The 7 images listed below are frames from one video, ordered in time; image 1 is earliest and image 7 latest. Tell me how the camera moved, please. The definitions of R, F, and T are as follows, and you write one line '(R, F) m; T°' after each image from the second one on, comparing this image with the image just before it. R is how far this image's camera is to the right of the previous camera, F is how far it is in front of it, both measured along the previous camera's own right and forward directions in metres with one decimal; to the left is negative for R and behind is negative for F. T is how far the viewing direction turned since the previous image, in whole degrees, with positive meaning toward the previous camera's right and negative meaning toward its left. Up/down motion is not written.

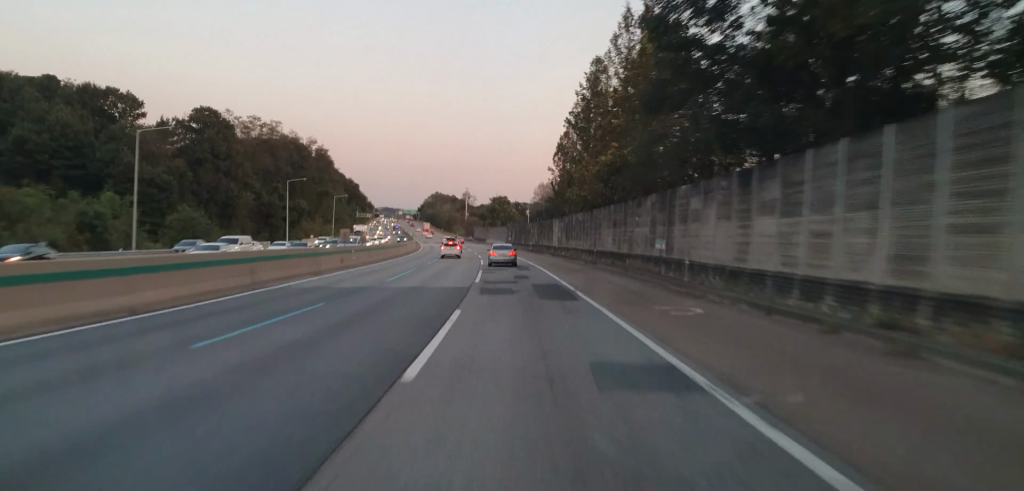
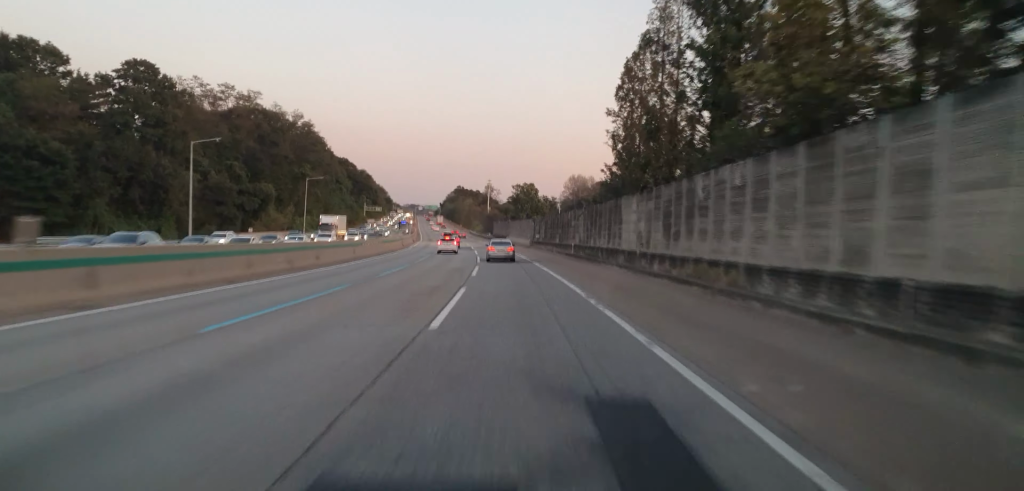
(-0.8, +41.6) m; -1°
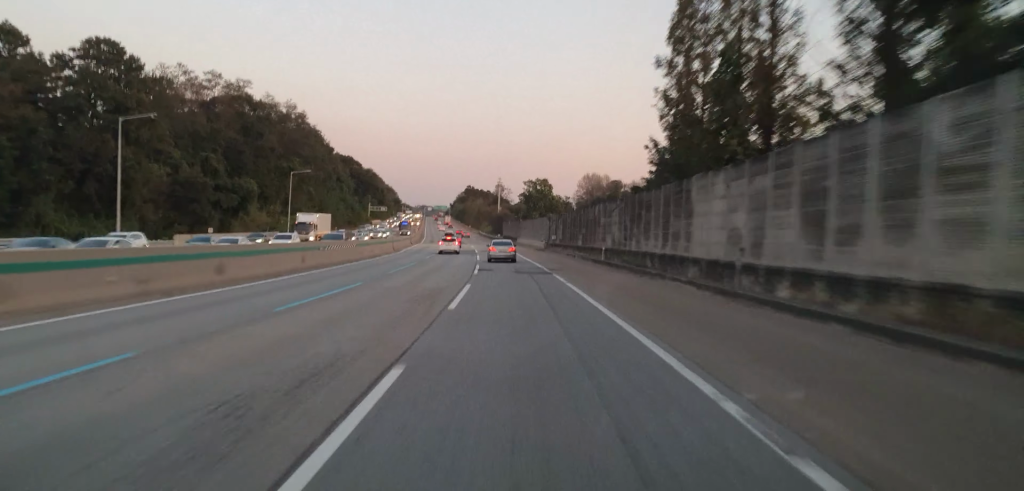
(0.0, +15.5) m; 0°
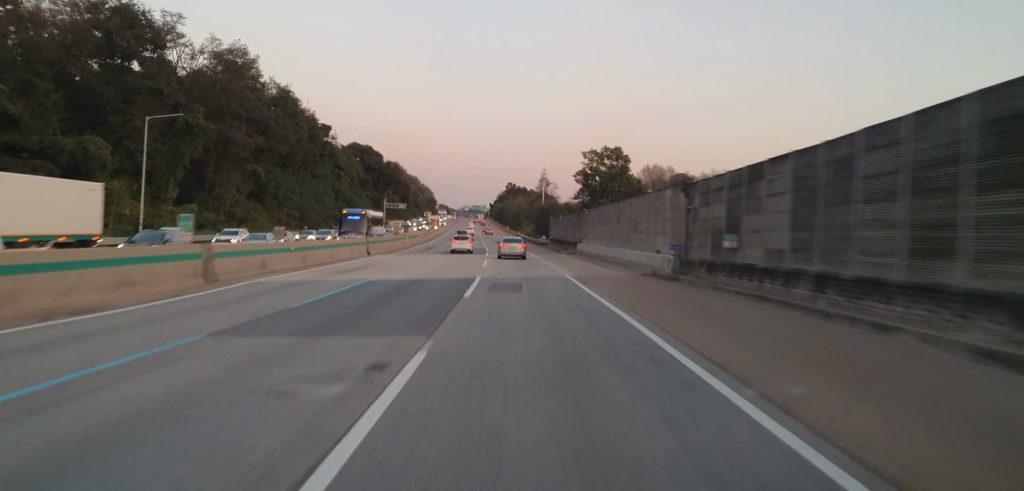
(-2.1, +55.7) m; -4°
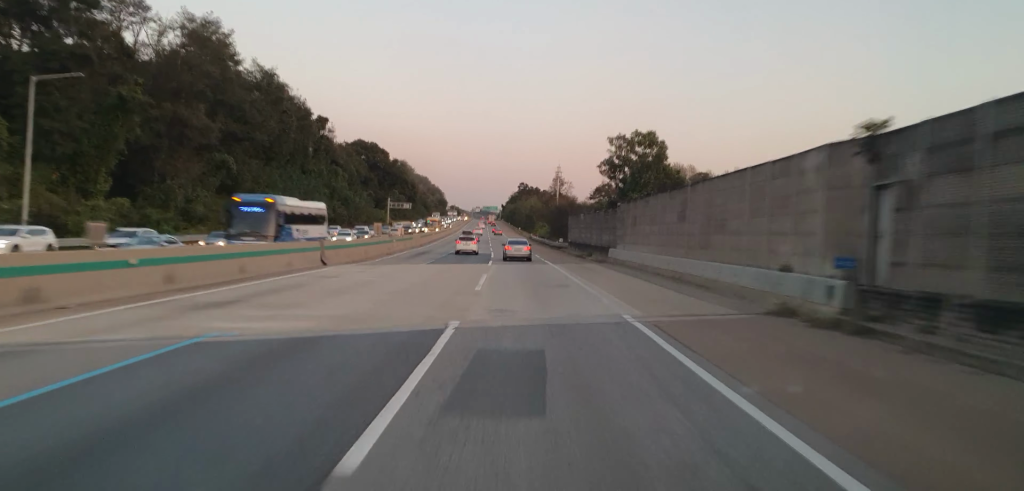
(-0.1, +15.7) m; 0°
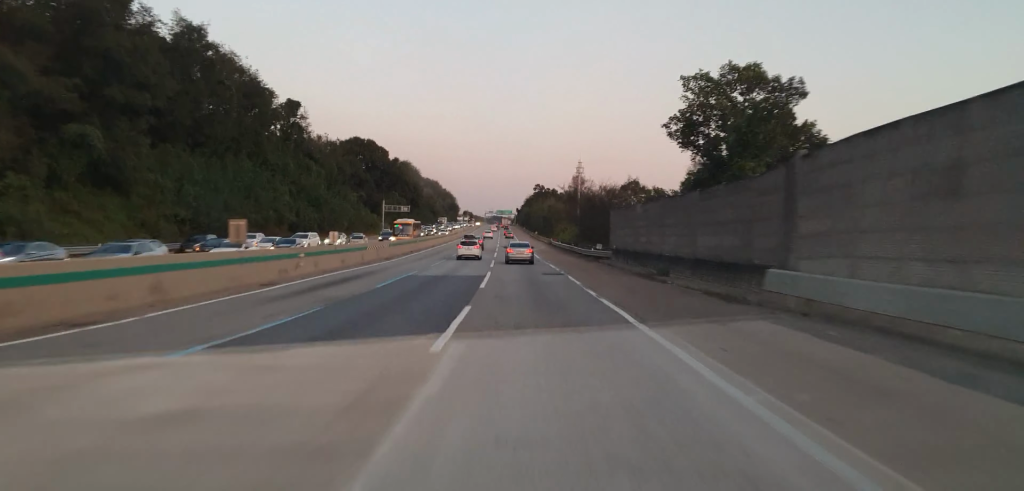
(+0.1, +31.5) m; 0°
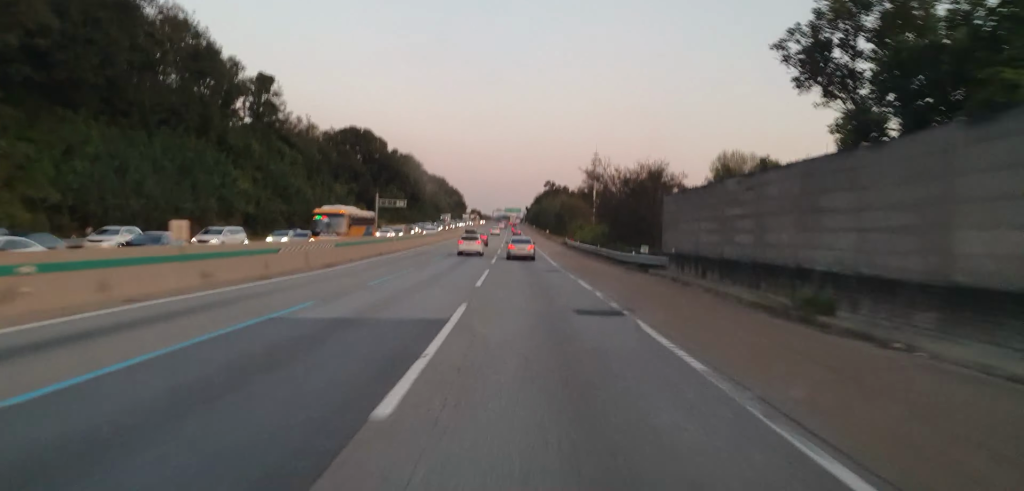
(0.0, +20.4) m; -1°
